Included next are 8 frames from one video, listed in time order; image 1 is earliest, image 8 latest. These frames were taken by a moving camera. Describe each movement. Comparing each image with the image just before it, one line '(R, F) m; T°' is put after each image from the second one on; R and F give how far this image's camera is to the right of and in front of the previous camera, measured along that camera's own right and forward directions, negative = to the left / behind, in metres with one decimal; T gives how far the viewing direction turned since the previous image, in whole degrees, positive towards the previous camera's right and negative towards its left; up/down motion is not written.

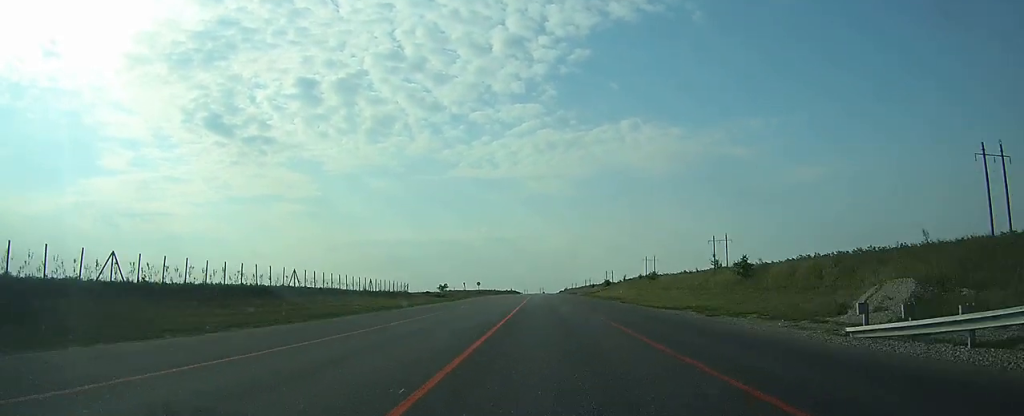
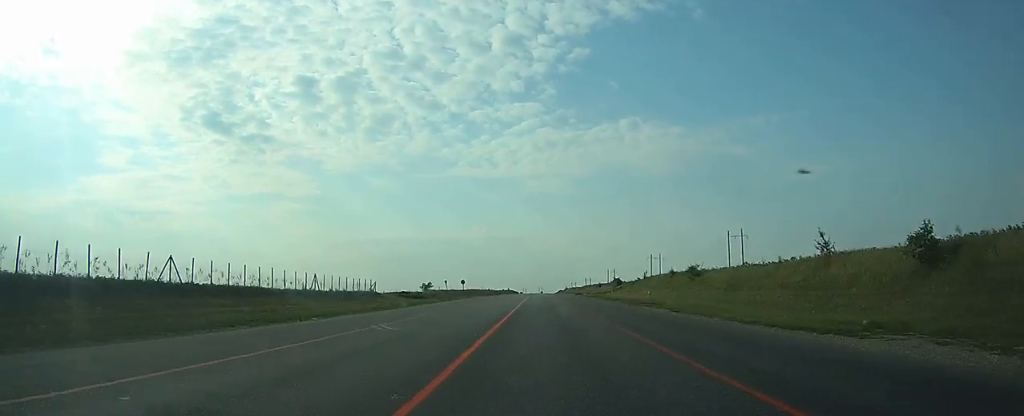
(0.0, +20.0) m; 0°
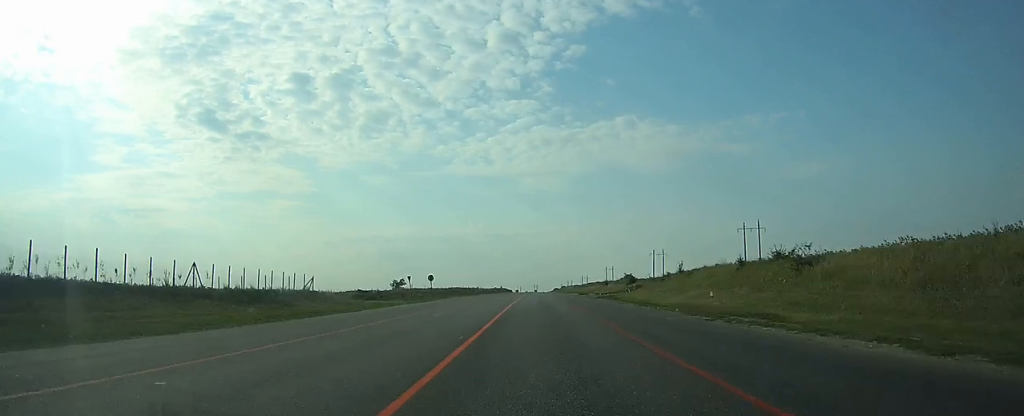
(-0.1, +22.1) m; 0°
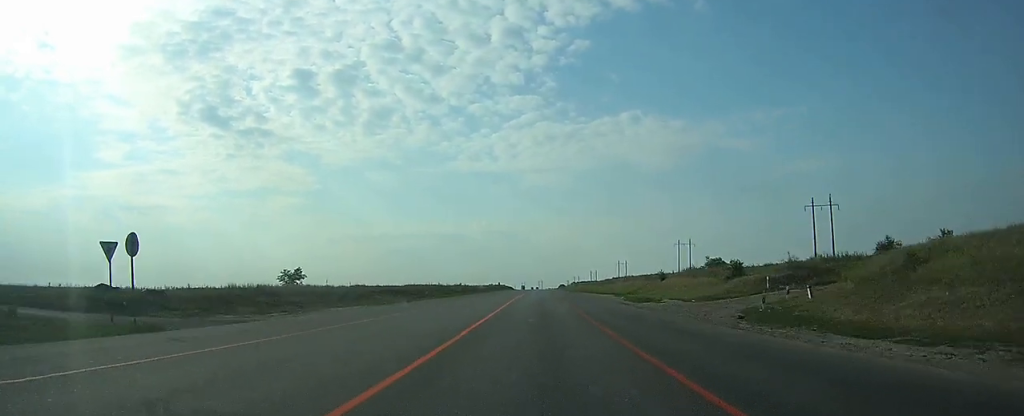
(+0.1, +48.7) m; 0°
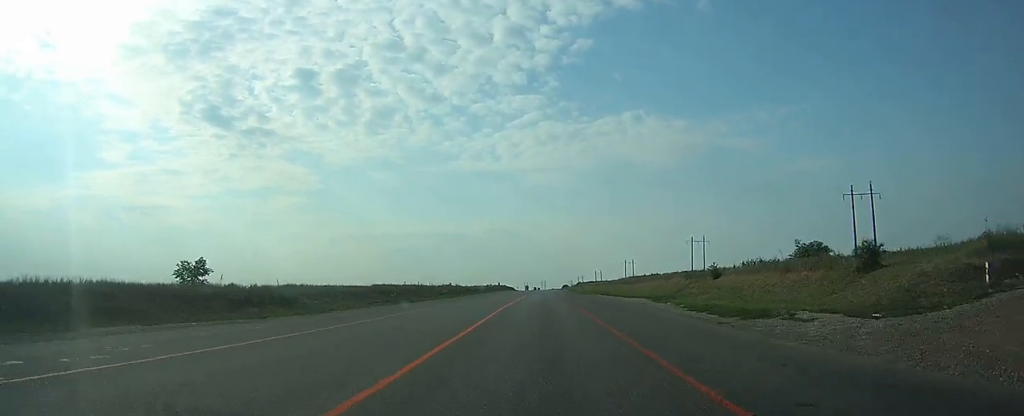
(0.0, +19.0) m; 0°
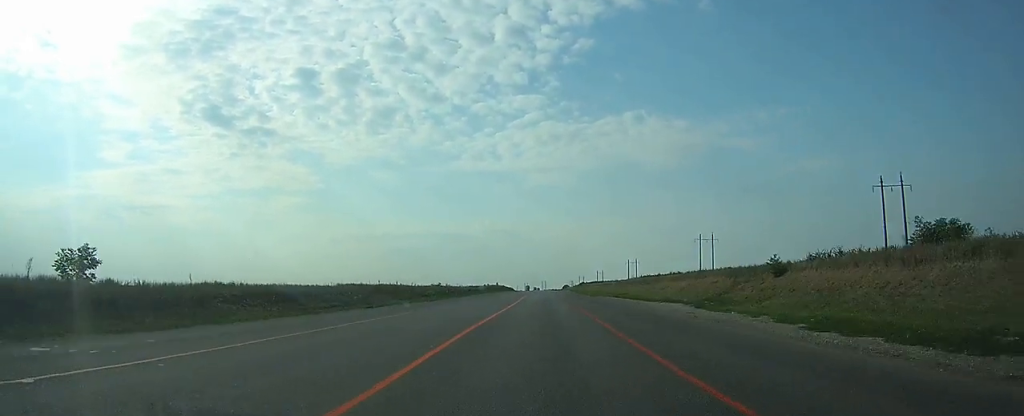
(-0.1, +12.5) m; 0°
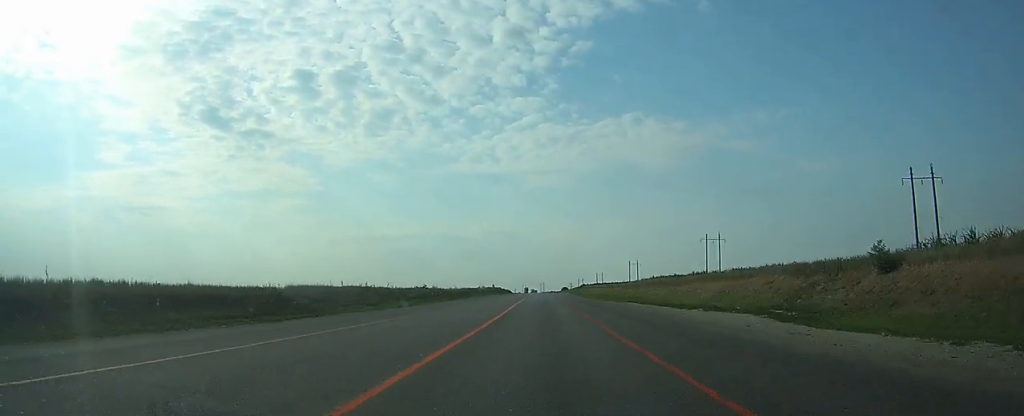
(0.0, +11.7) m; 0°
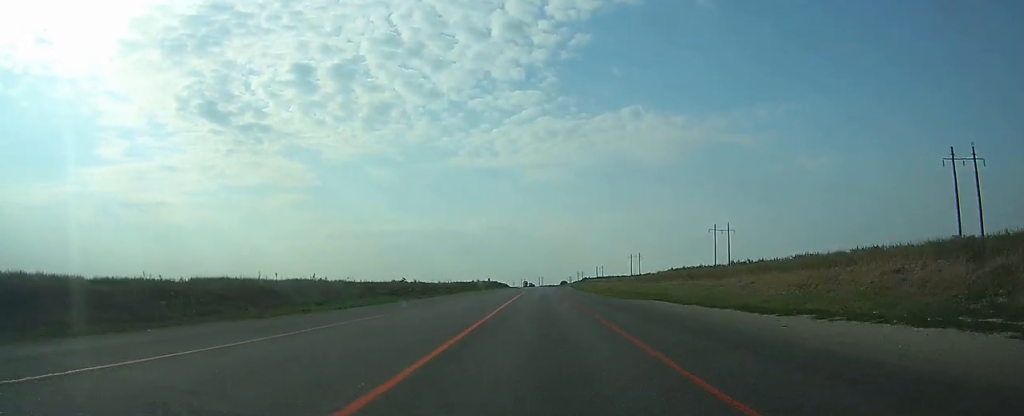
(0.0, +13.4) m; 0°
